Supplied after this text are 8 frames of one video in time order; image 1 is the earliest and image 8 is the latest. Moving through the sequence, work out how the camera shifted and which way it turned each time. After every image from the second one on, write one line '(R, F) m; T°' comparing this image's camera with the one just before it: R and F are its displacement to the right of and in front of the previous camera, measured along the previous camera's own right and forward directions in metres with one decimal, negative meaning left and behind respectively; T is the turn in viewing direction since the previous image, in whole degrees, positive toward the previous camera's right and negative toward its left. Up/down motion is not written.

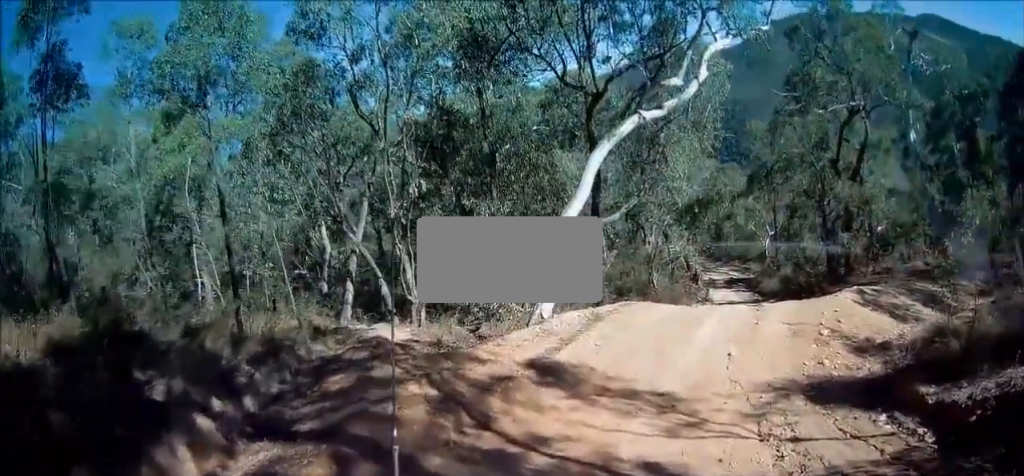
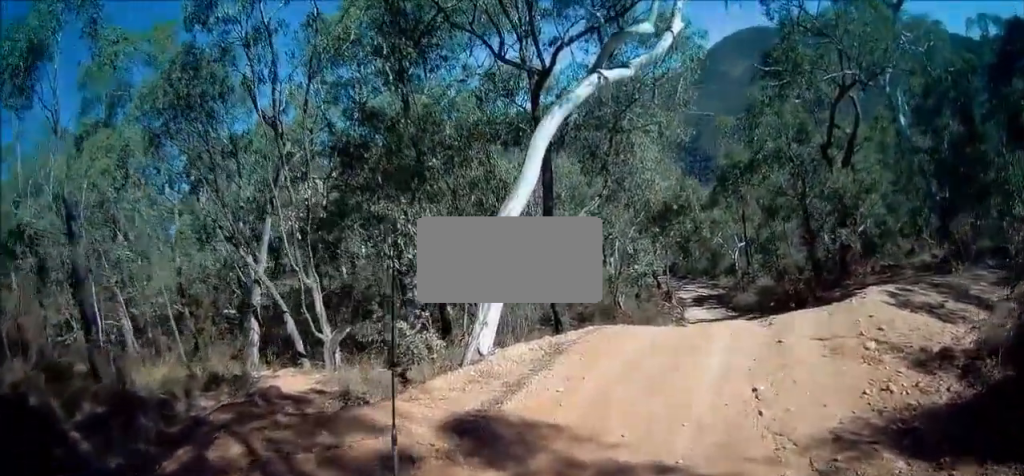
(+0.8, +4.0) m; +12°
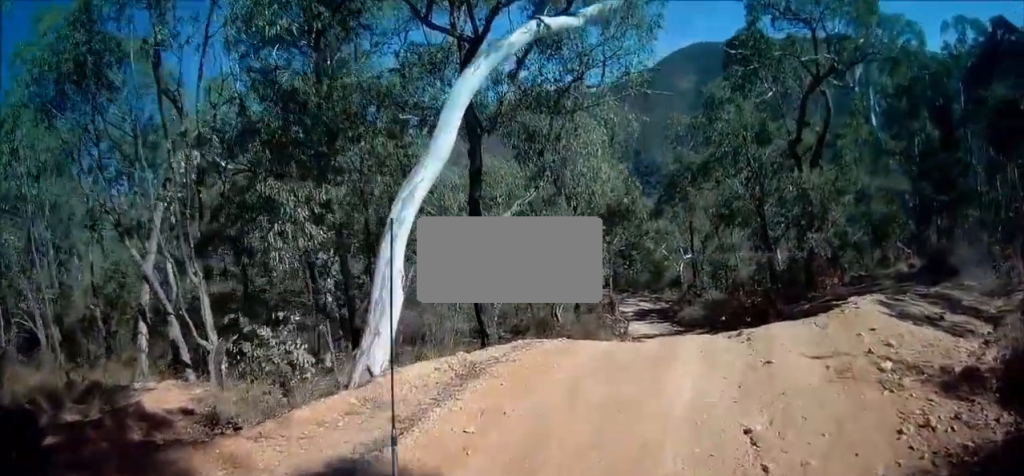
(-0.2, +2.2) m; +8°
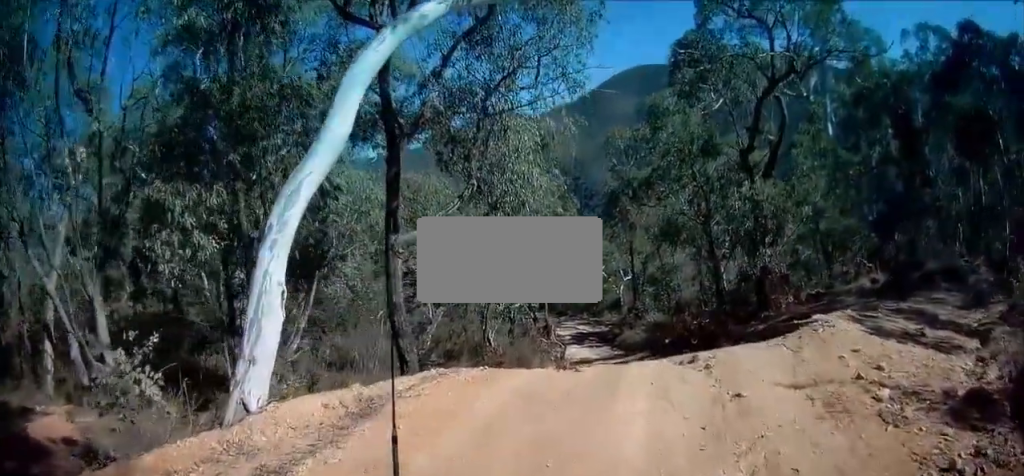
(+0.2, +1.3) m; +5°
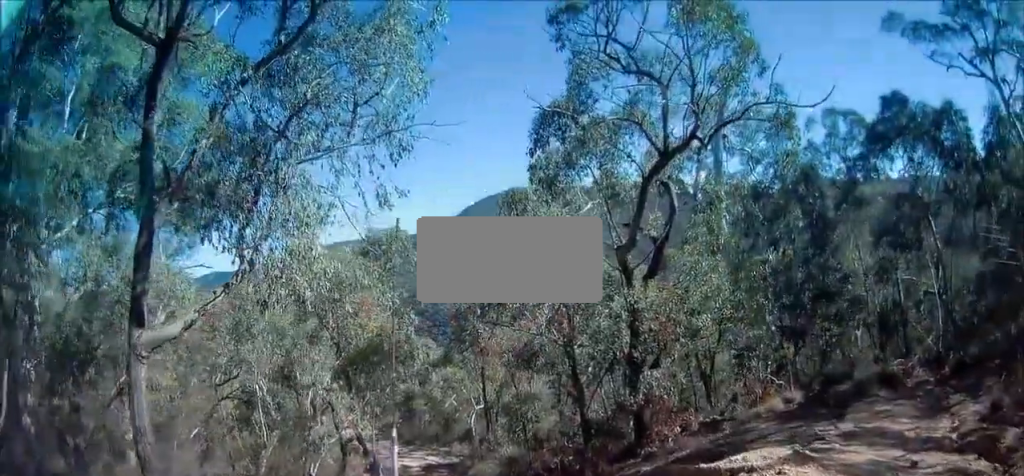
(+0.4, +3.7) m; +8°
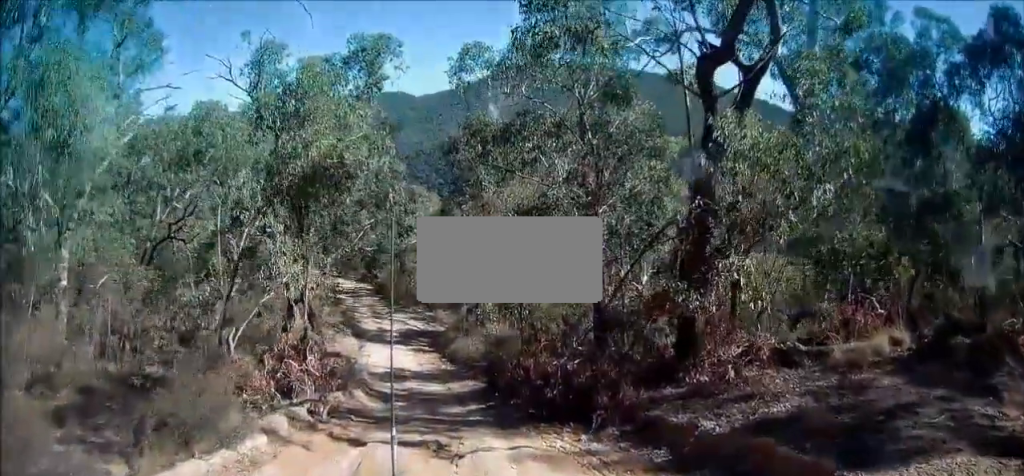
(+0.1, +5.5) m; -6°
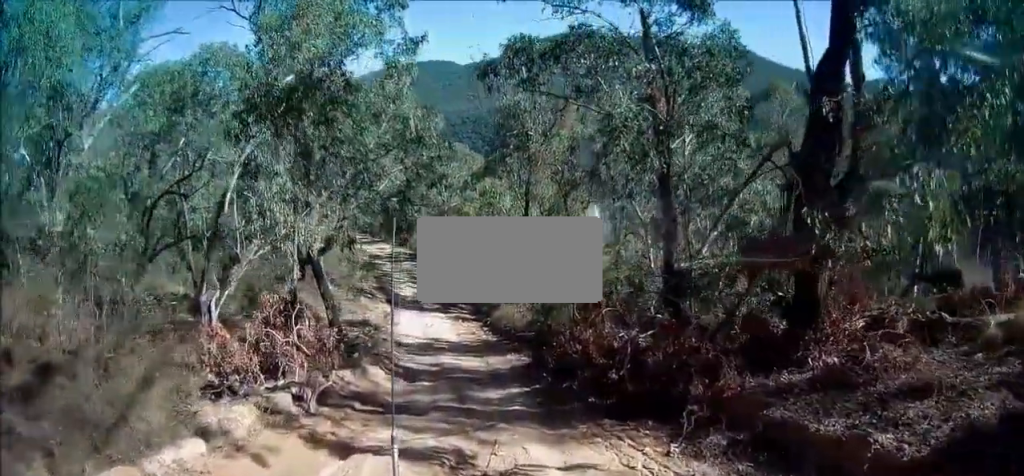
(-0.3, +3.0) m; -6°
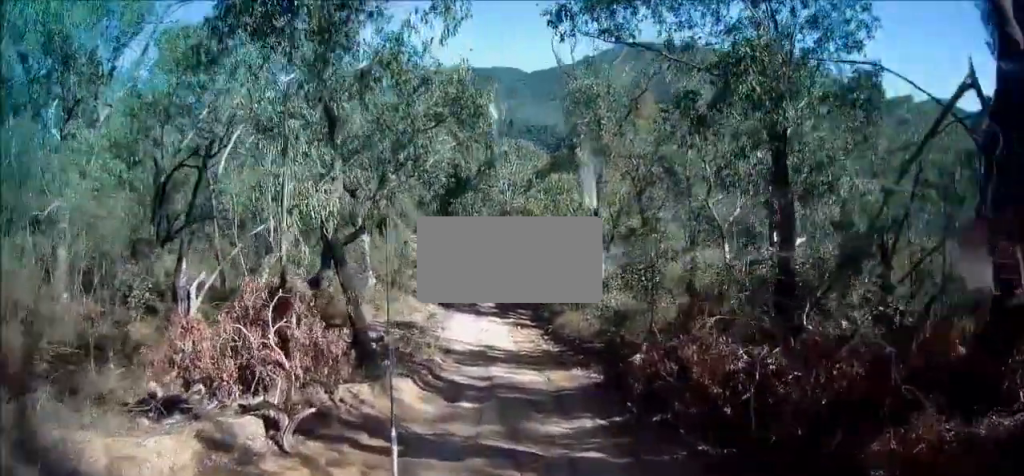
(-0.2, +2.9) m; +1°
